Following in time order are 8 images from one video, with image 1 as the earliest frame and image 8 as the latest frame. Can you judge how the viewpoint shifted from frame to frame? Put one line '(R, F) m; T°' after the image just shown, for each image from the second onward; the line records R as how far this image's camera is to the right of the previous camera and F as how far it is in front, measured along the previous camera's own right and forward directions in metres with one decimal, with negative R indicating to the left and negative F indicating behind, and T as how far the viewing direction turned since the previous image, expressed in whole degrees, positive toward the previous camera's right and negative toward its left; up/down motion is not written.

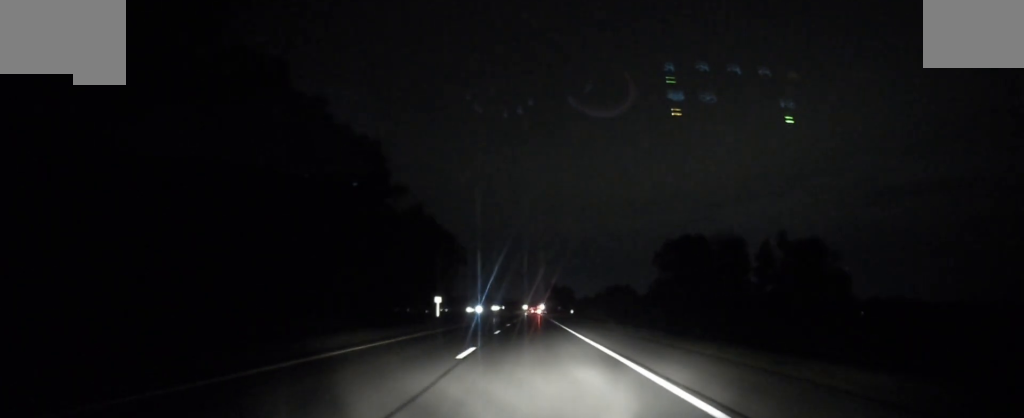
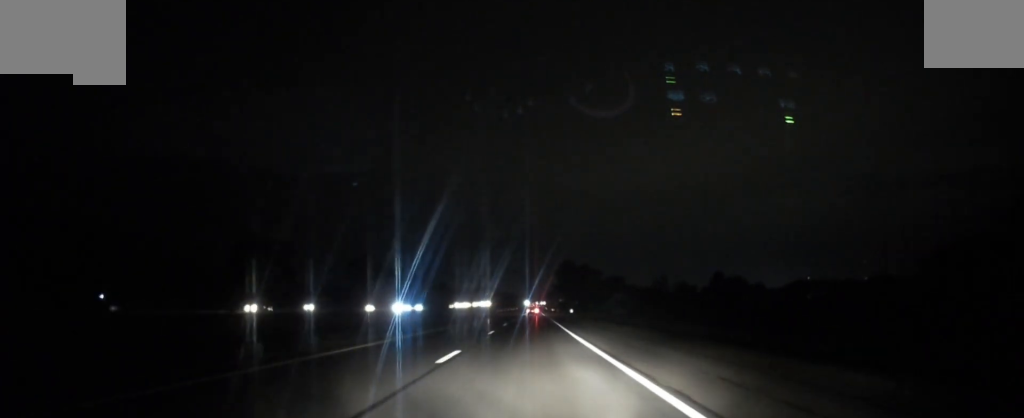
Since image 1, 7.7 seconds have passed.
(+1.5, +248.1) m; 0°
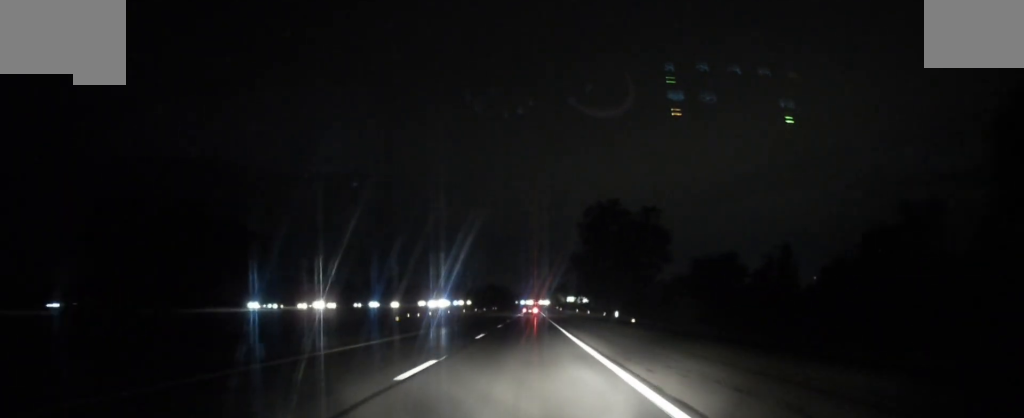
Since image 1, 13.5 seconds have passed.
(-0.2, +193.1) m; 0°
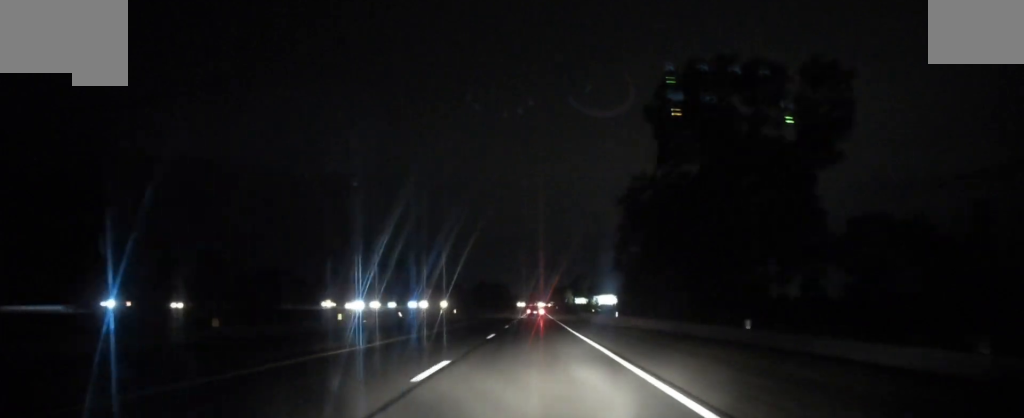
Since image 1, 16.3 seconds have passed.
(0.0, +84.2) m; 0°
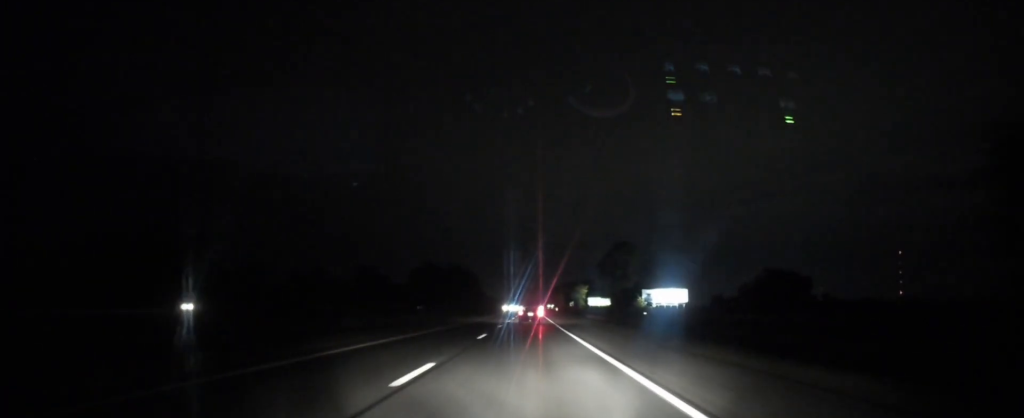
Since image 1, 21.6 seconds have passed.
(-0.1, +169.5) m; 0°
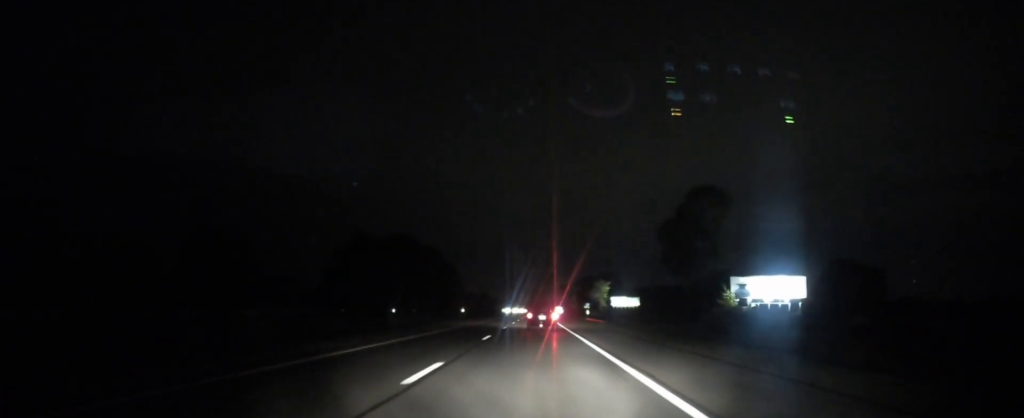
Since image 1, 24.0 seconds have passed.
(-0.1, +77.7) m; 0°
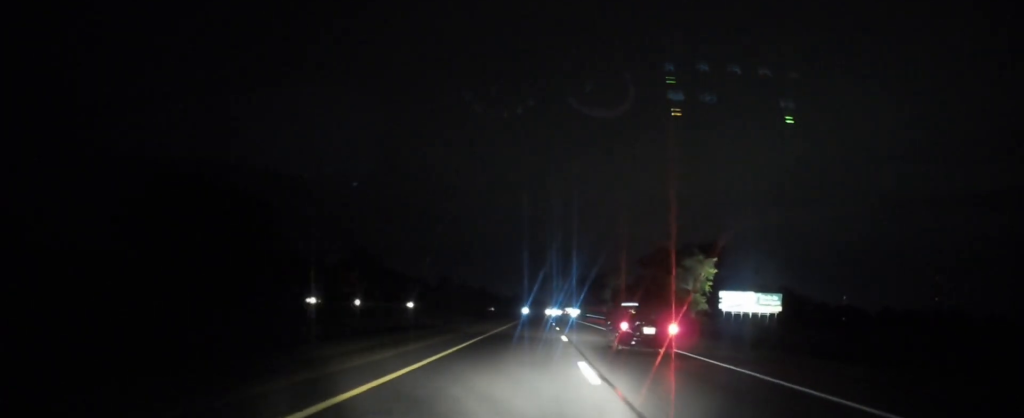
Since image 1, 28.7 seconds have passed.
(-0.9, +144.1) m; 0°
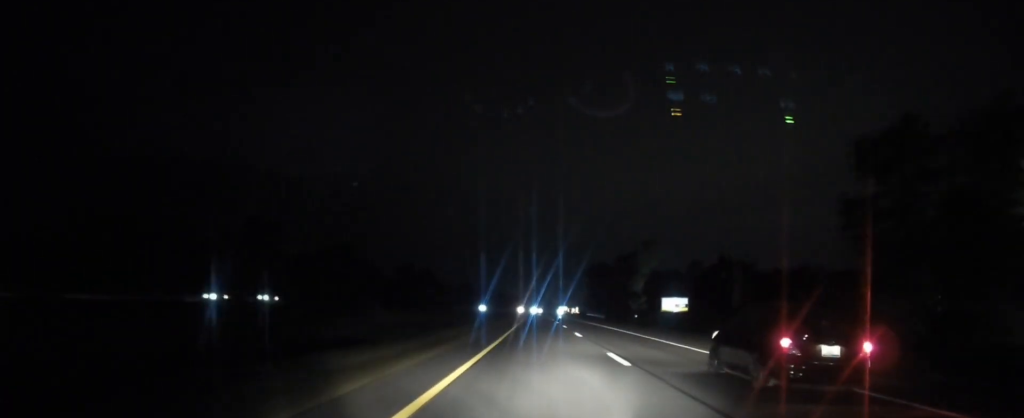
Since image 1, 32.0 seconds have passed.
(+0.4, +116.9) m; +1°
